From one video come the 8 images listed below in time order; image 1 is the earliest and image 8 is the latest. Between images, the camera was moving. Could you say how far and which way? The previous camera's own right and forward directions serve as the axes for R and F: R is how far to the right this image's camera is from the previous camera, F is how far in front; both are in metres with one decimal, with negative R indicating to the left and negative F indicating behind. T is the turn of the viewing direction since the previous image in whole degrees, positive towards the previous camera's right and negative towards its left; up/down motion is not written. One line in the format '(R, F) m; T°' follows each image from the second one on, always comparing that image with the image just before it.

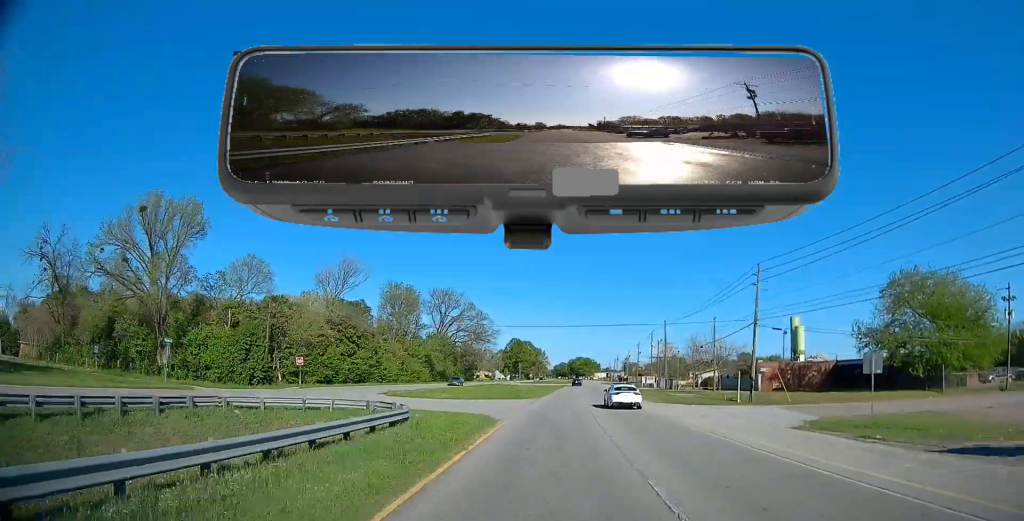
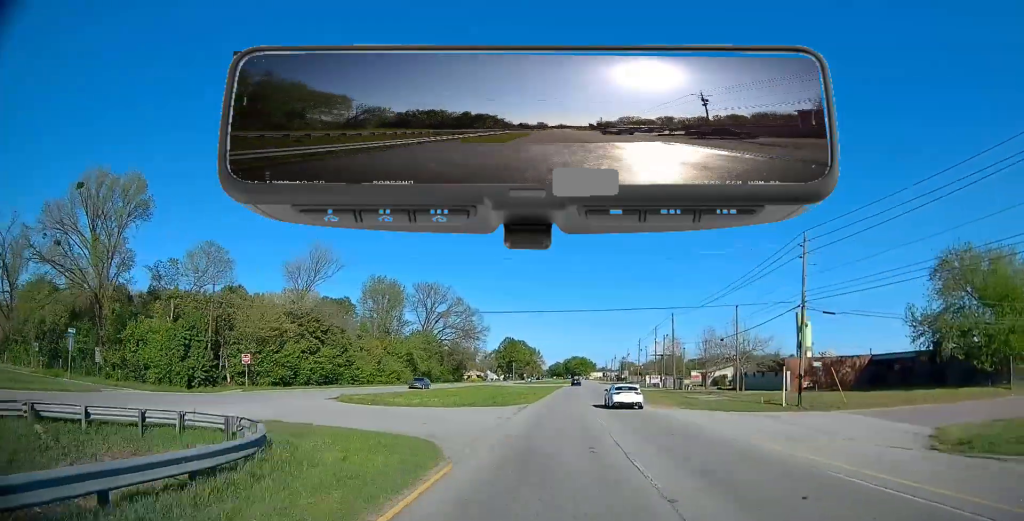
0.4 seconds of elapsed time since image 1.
(-0.1, +9.9) m; 0°
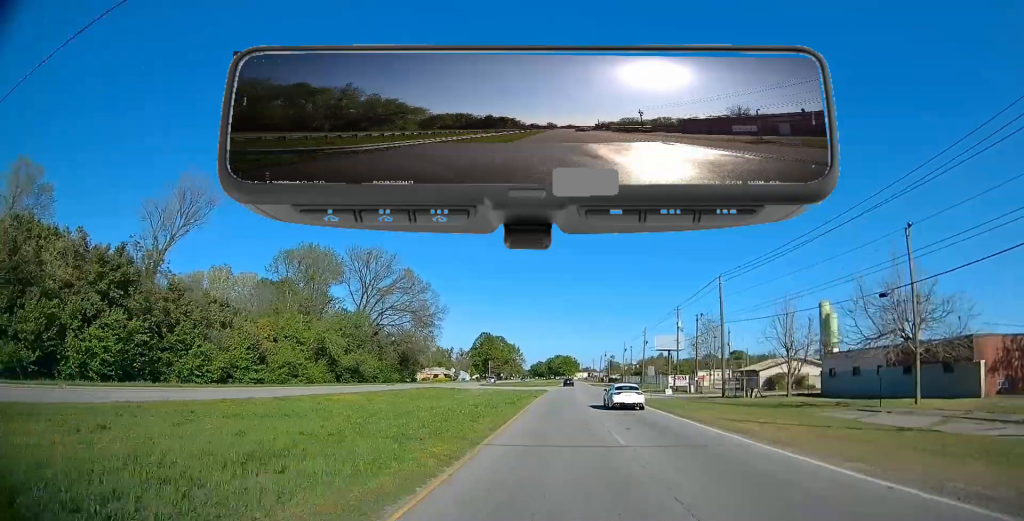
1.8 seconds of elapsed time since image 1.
(+0.1, +31.5) m; +1°
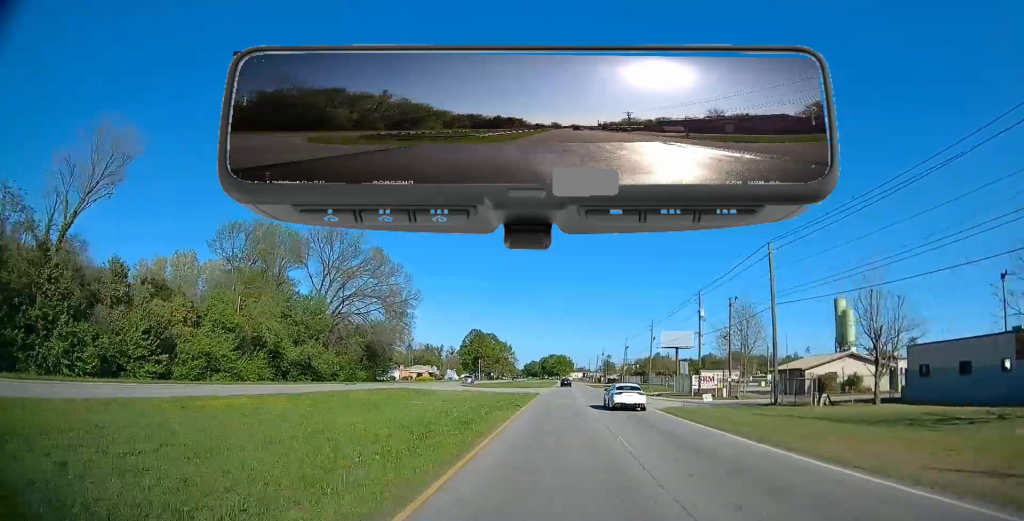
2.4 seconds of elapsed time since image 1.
(+0.1, +13.9) m; +1°
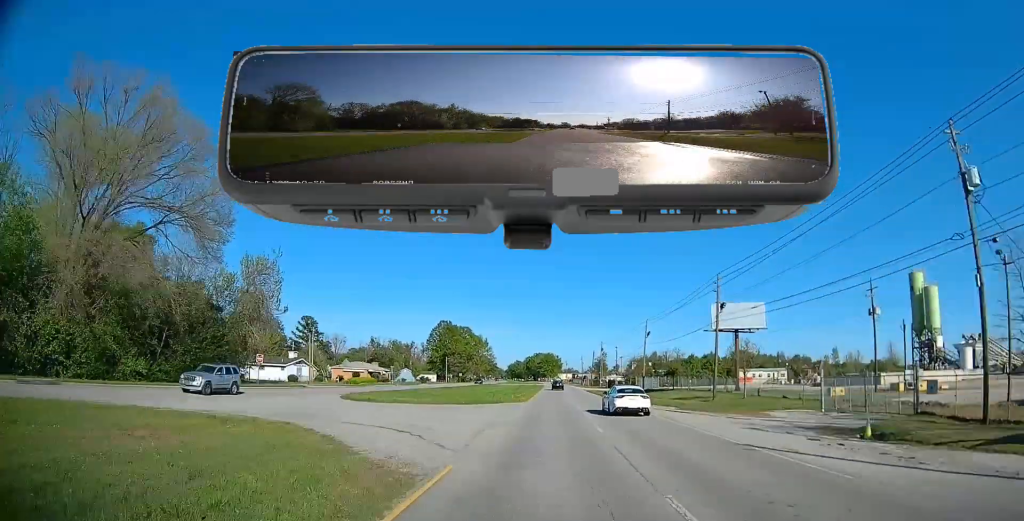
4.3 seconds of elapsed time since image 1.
(+0.9, +44.4) m; +2°
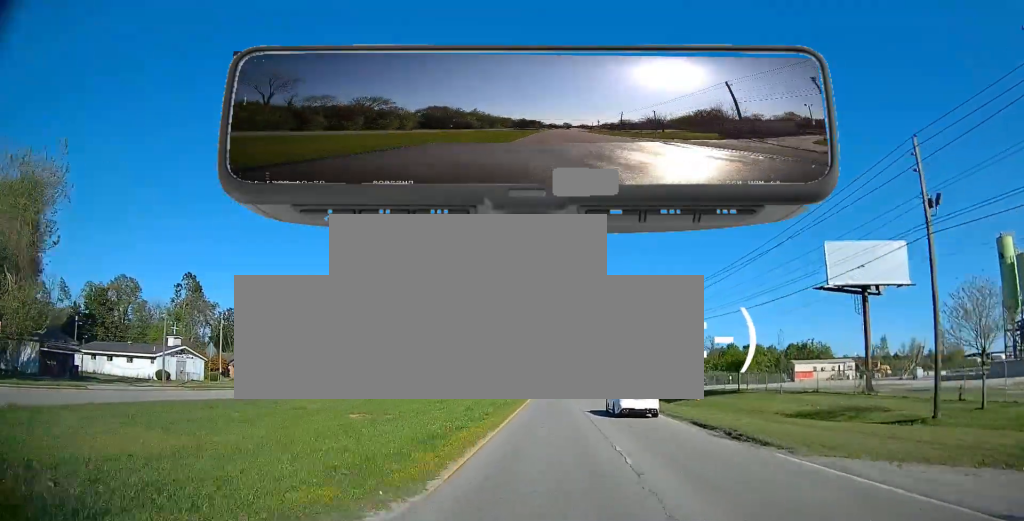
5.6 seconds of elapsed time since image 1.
(+0.1, +31.1) m; 0°
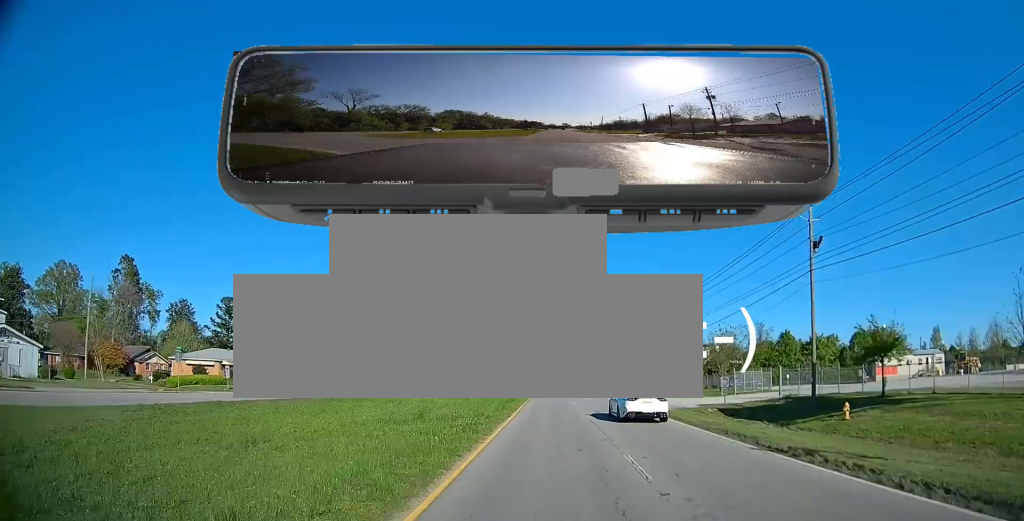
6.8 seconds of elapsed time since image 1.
(0.0, +26.3) m; 0°
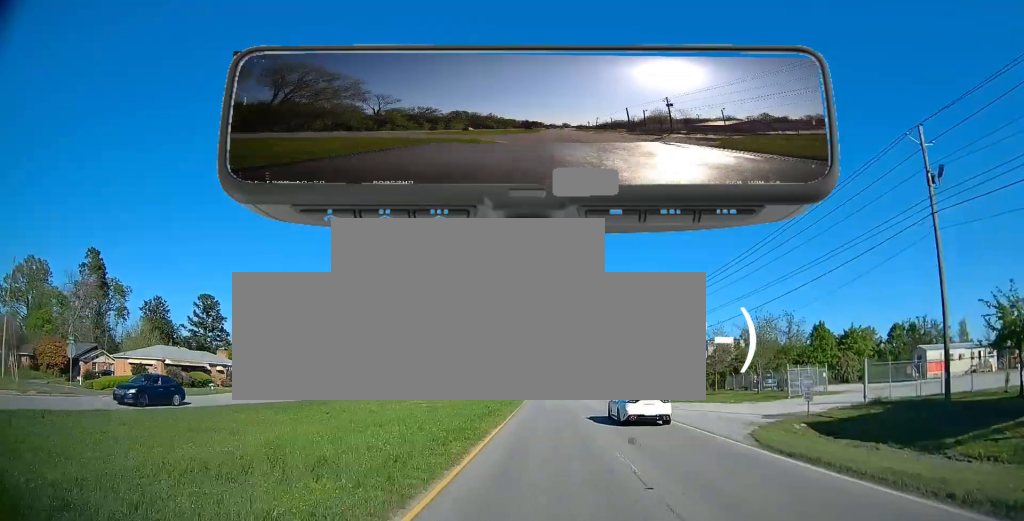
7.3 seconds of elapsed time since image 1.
(0.0, +11.6) m; 0°
